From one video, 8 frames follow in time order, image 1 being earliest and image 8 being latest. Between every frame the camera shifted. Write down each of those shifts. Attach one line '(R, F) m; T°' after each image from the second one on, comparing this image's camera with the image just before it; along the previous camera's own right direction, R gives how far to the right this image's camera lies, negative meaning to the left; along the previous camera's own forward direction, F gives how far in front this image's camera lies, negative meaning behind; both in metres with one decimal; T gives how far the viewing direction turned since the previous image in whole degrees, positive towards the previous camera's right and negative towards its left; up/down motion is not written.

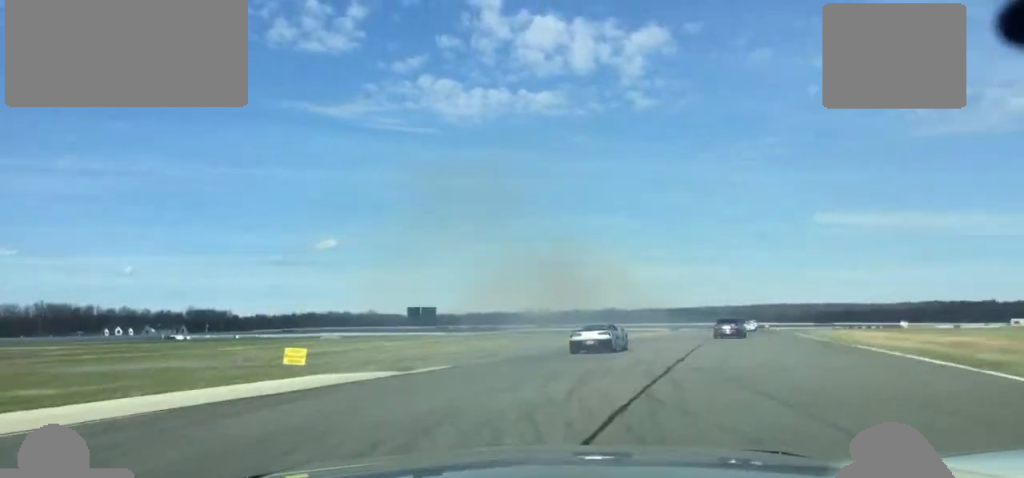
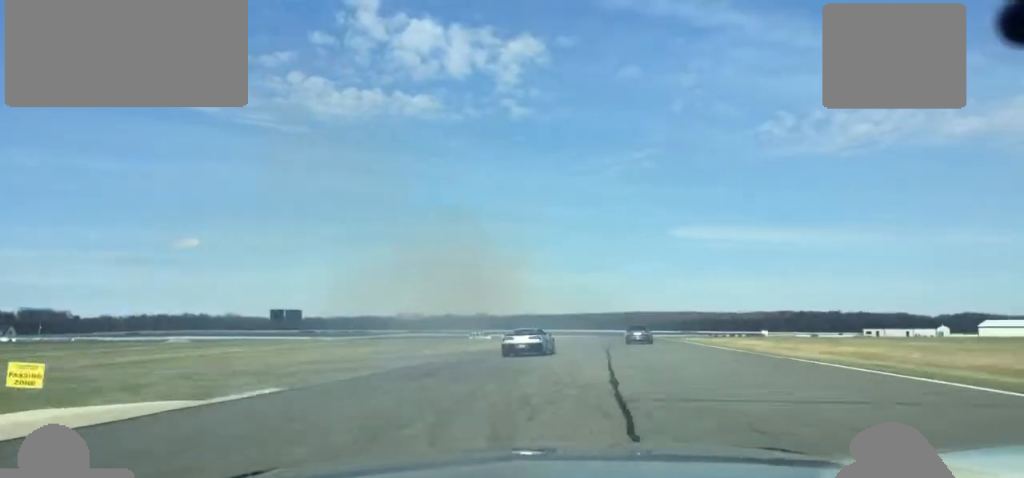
(+1.3, +9.5) m; +7°
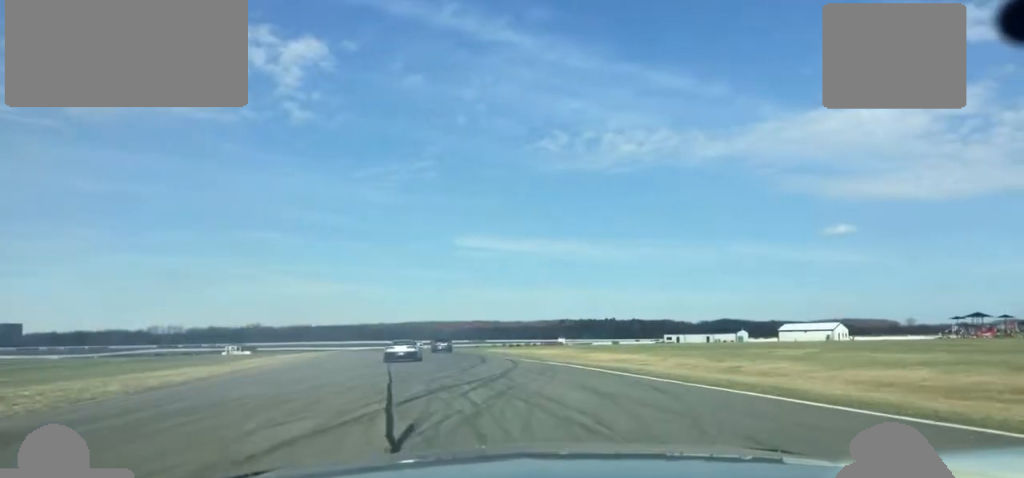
(+6.9, +40.4) m; +10°
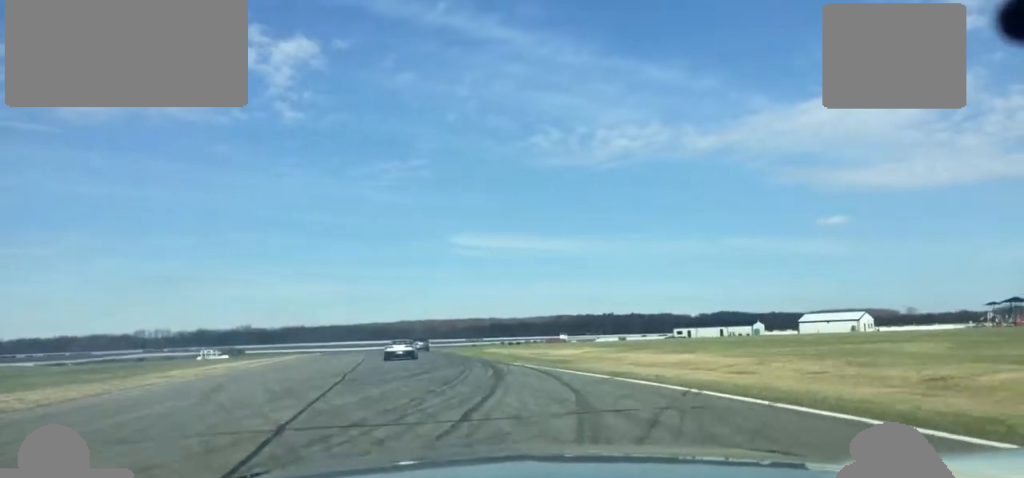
(-0.7, +17.4) m; -2°
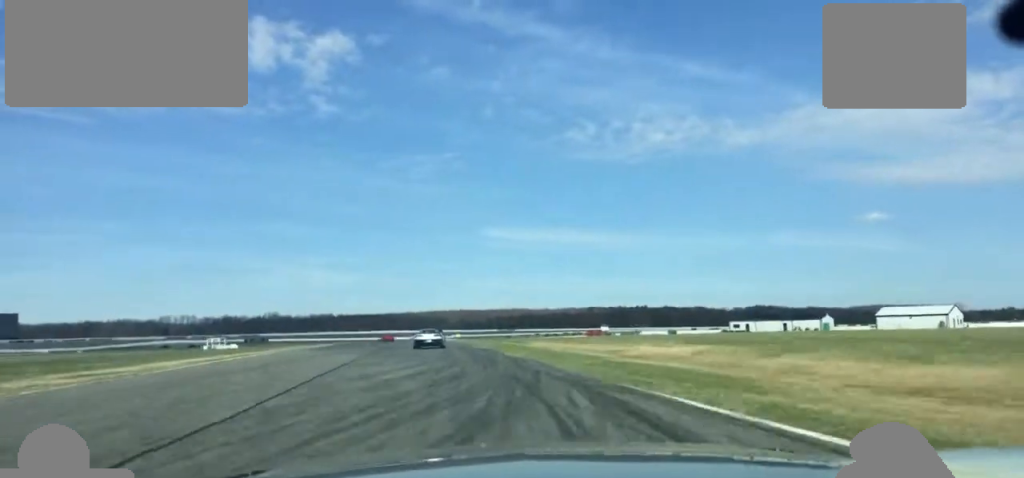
(-0.4, +24.0) m; +2°
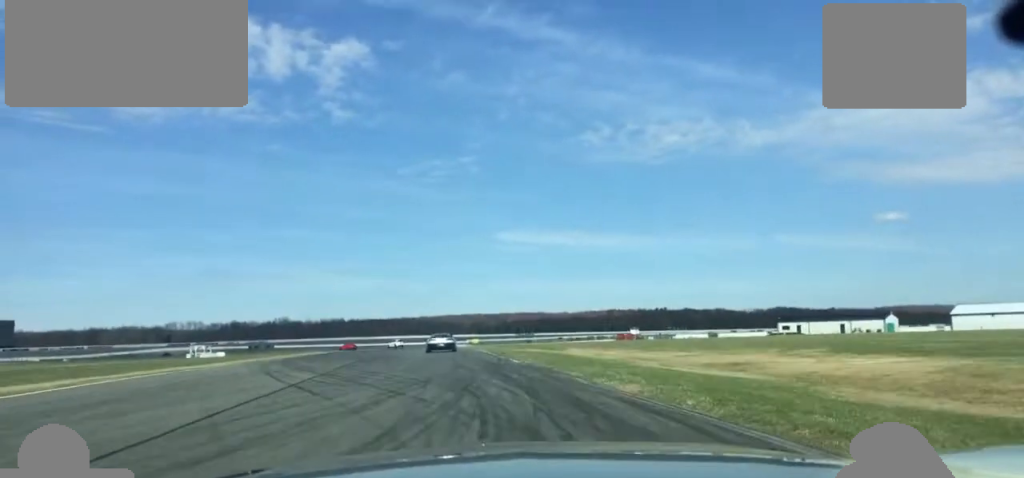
(0.0, +19.8) m; +2°
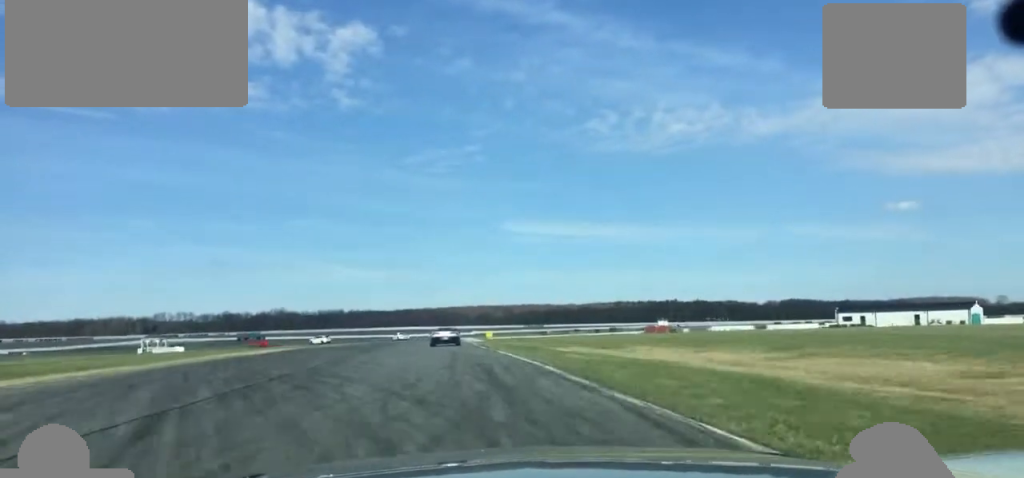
(+2.9, +26.3) m; -5°
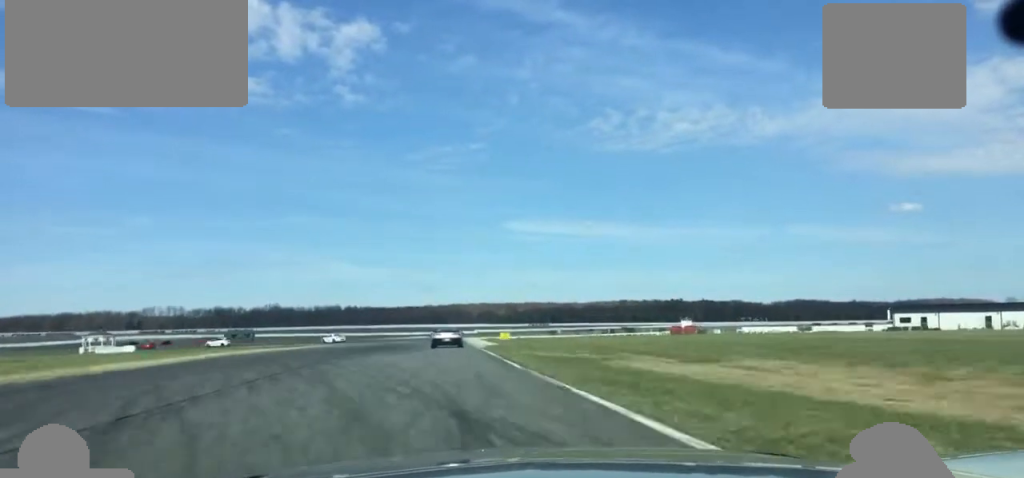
(-4.2, +20.0) m; -5°
